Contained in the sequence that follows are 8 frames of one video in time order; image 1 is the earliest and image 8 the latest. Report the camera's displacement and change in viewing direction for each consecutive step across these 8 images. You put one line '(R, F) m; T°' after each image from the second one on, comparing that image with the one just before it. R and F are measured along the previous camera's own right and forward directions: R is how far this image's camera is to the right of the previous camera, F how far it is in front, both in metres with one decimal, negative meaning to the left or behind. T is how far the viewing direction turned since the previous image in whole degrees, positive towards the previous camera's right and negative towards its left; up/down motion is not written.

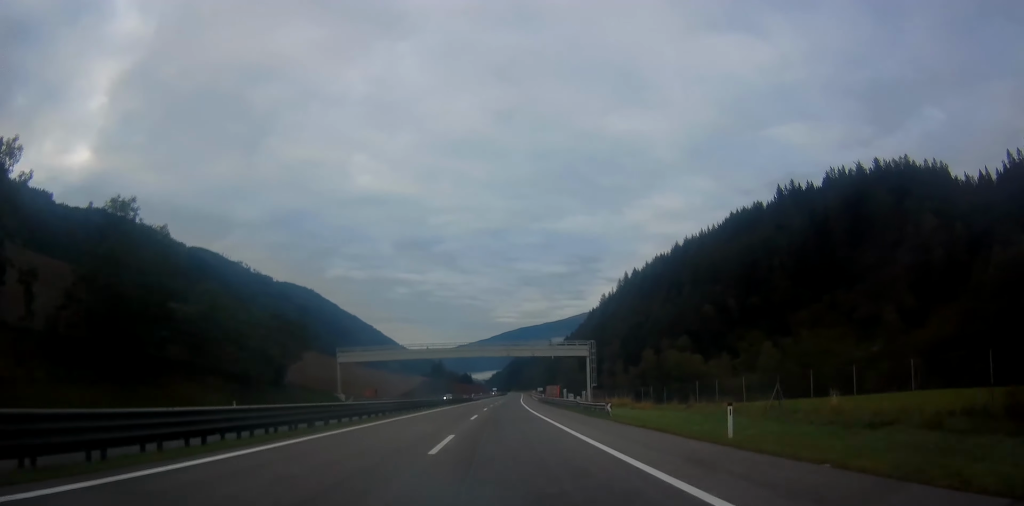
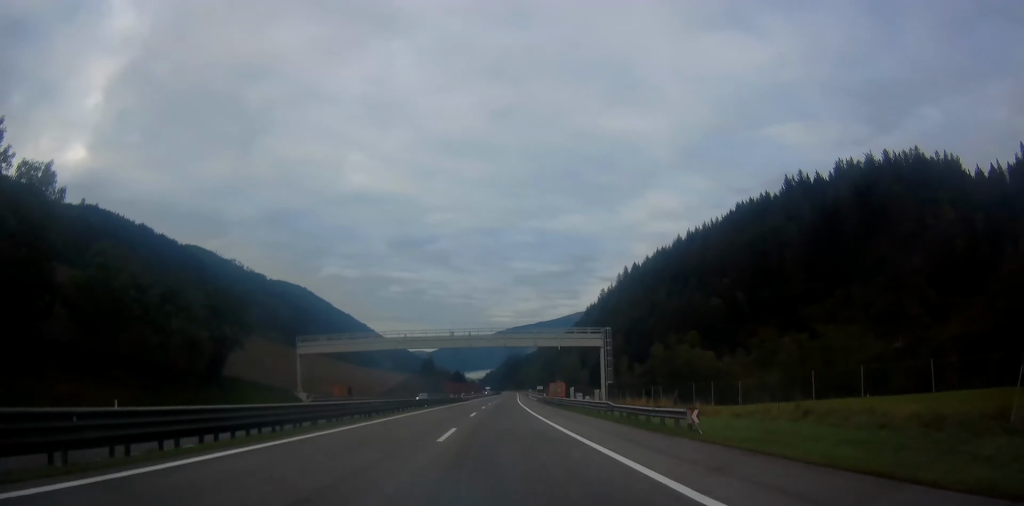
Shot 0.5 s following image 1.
(+0.2, +14.7) m; +1°
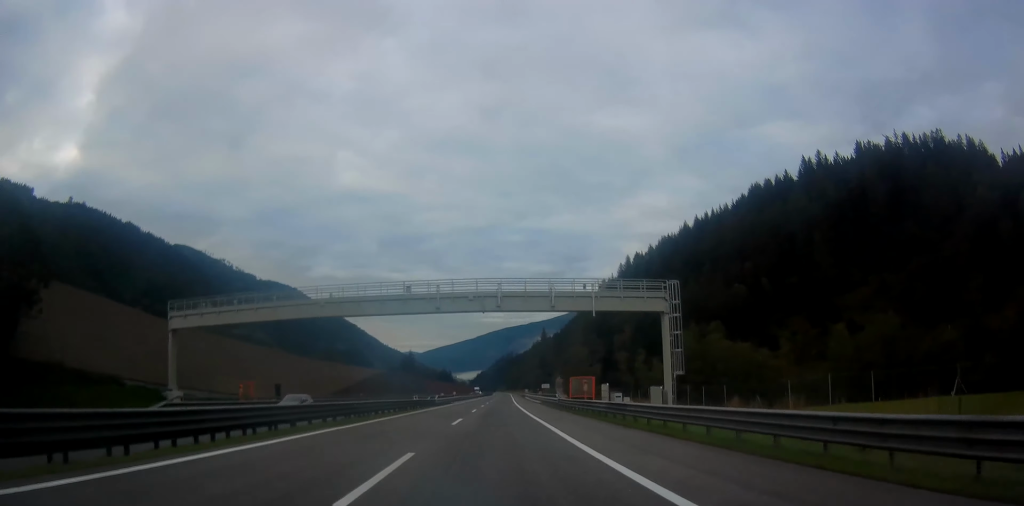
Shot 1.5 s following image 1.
(-0.1, +27.3) m; 0°
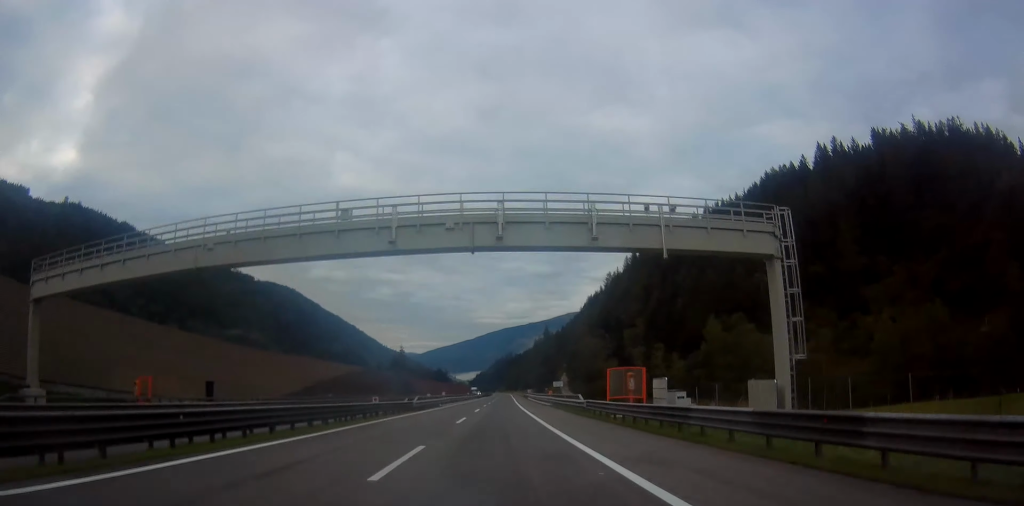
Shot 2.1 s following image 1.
(+0.2, +16.9) m; 0°
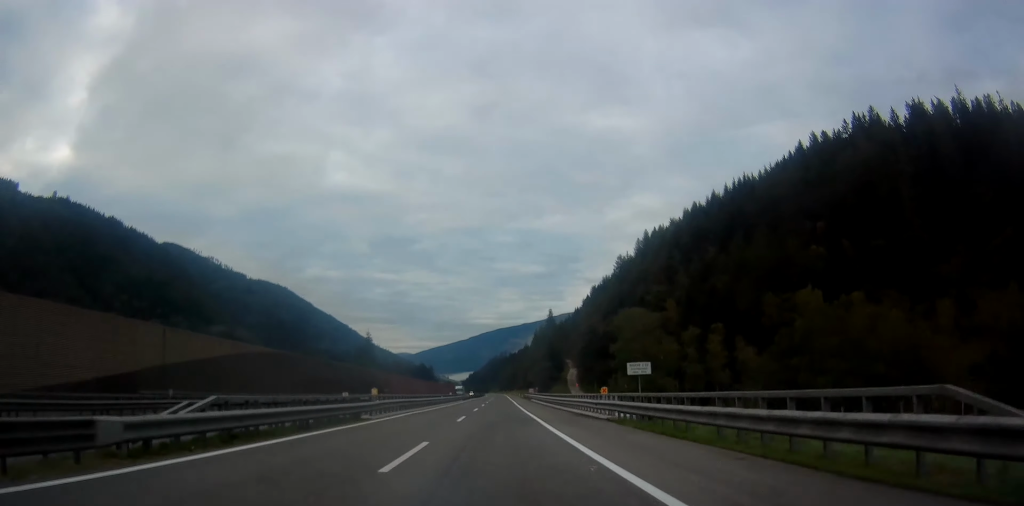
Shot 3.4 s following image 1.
(-0.3, +35.4) m; 0°
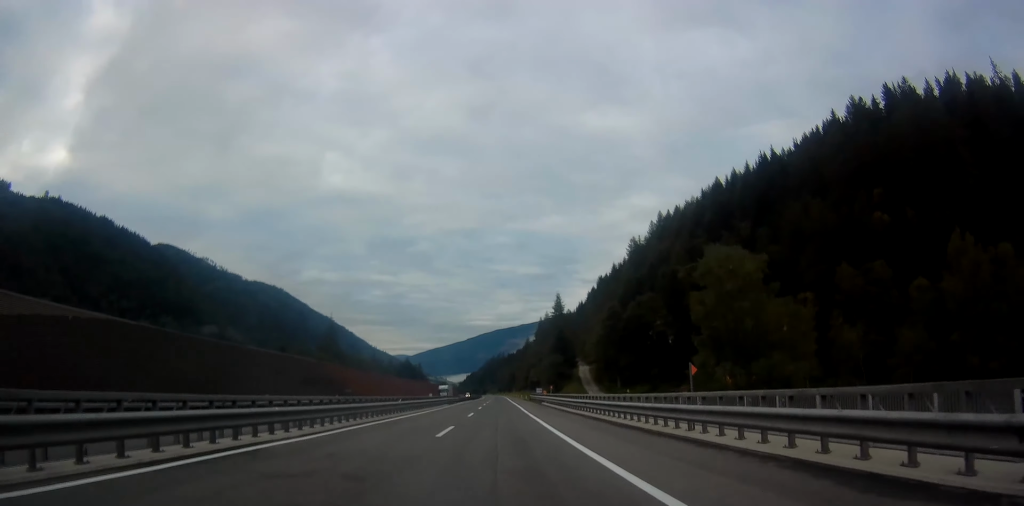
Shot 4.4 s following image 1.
(+0.4, +27.8) m; +2°
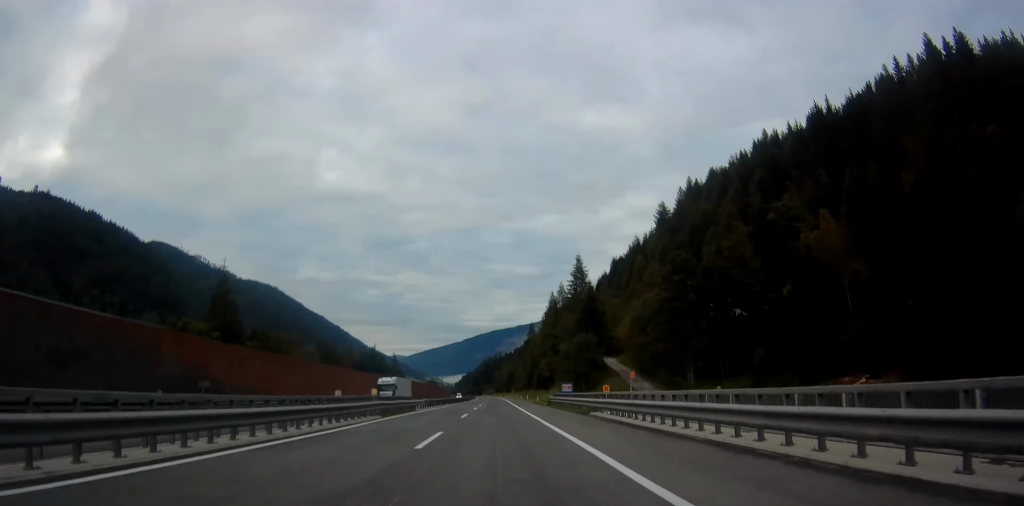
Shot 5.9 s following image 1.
(+0.4, +41.6) m; 0°
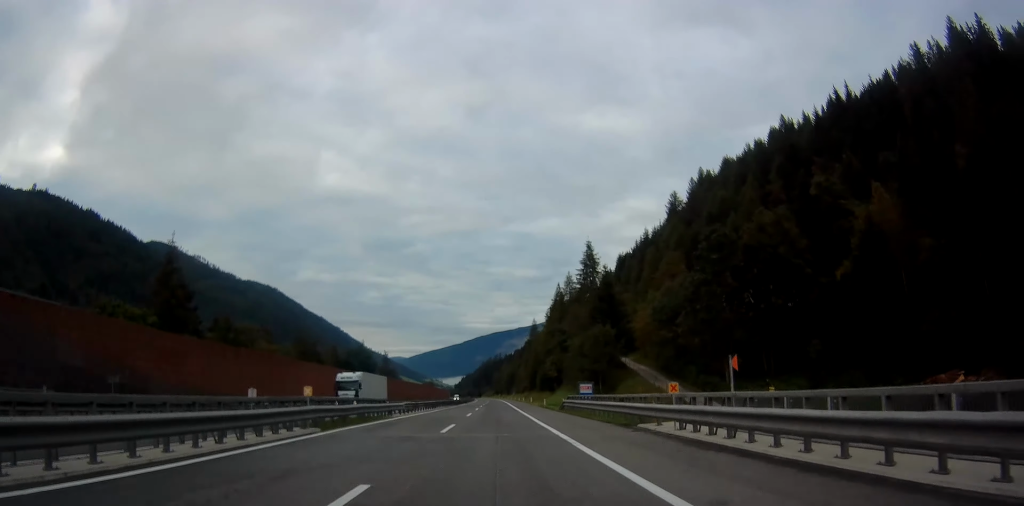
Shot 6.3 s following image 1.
(0.0, +11.2) m; 0°
